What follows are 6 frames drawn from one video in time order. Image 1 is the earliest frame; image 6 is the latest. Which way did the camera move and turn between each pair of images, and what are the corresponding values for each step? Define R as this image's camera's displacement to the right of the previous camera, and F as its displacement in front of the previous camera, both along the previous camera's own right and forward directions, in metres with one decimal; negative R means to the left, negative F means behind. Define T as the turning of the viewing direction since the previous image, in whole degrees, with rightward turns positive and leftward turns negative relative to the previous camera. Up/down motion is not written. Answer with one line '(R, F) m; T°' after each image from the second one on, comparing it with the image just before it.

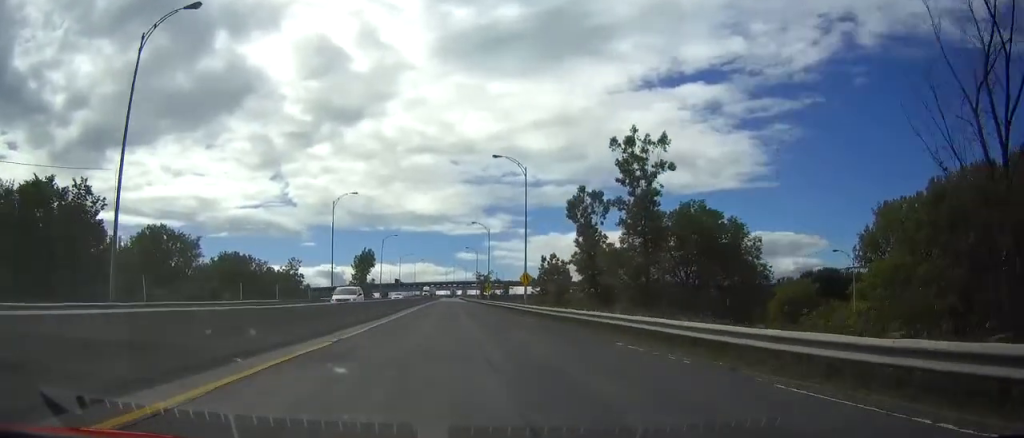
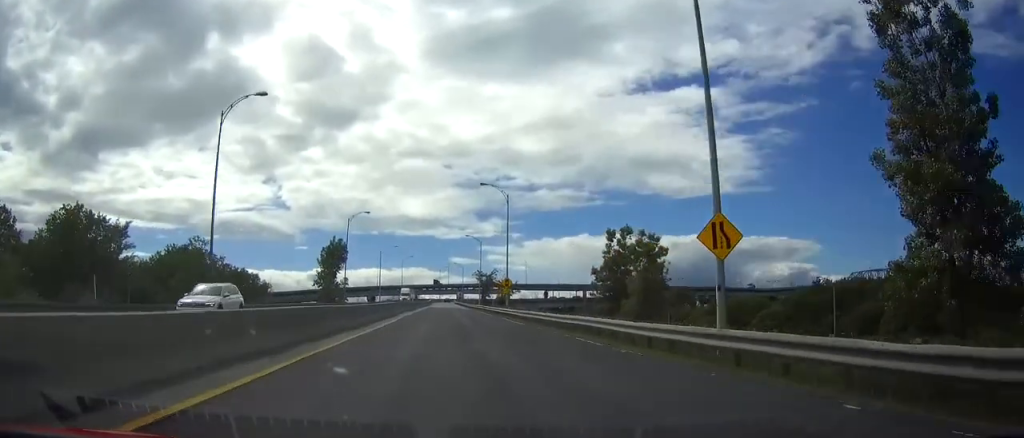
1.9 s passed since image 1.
(+0.4, +42.2) m; +1°
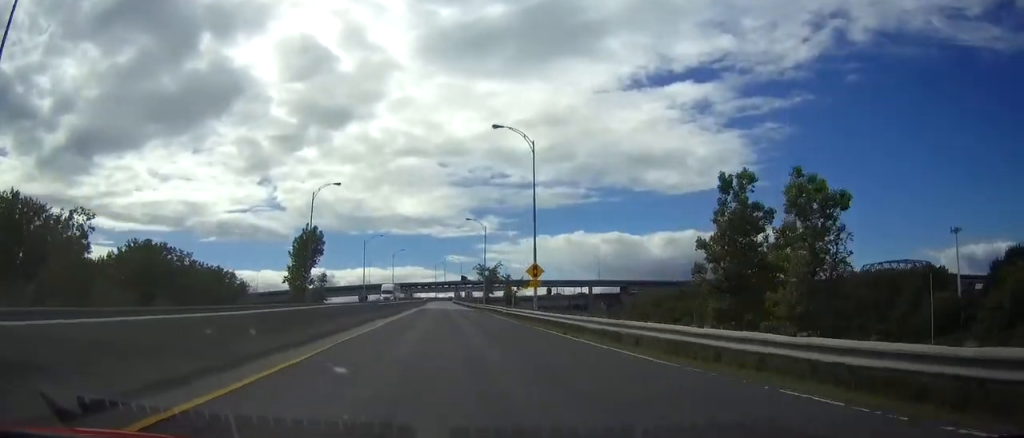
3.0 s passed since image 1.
(-0.2, +23.8) m; 0°
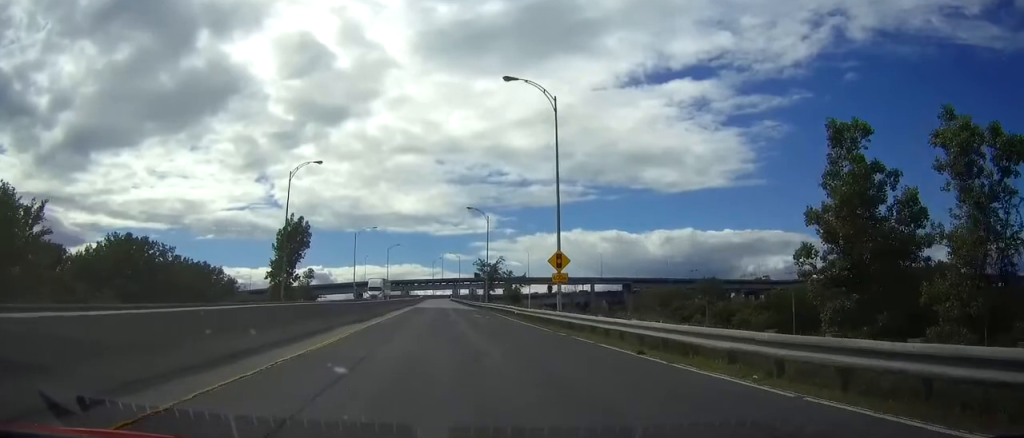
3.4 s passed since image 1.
(0.0, +10.5) m; 0°
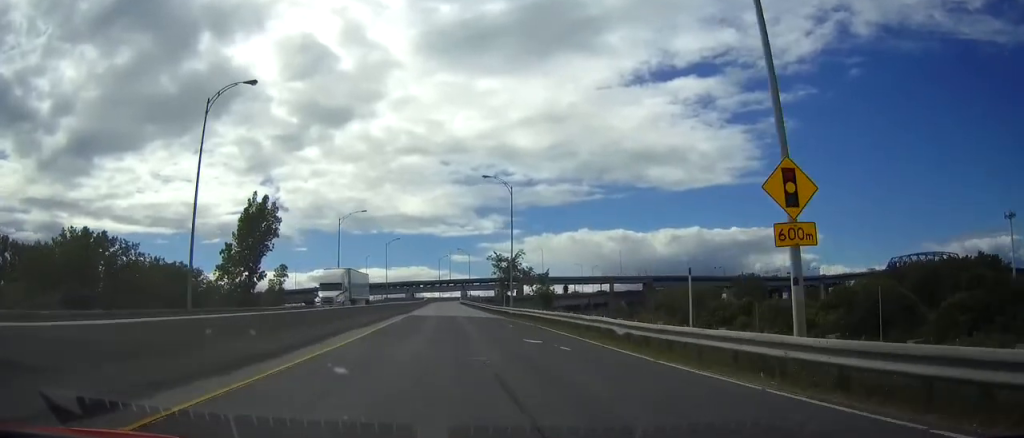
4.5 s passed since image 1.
(+0.1, +24.8) m; 0°
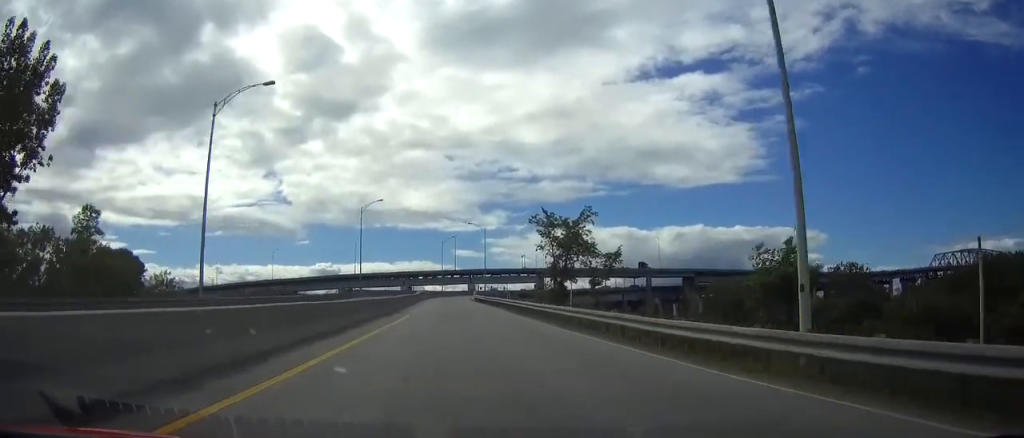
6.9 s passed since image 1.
(-0.4, +54.2) m; 0°
